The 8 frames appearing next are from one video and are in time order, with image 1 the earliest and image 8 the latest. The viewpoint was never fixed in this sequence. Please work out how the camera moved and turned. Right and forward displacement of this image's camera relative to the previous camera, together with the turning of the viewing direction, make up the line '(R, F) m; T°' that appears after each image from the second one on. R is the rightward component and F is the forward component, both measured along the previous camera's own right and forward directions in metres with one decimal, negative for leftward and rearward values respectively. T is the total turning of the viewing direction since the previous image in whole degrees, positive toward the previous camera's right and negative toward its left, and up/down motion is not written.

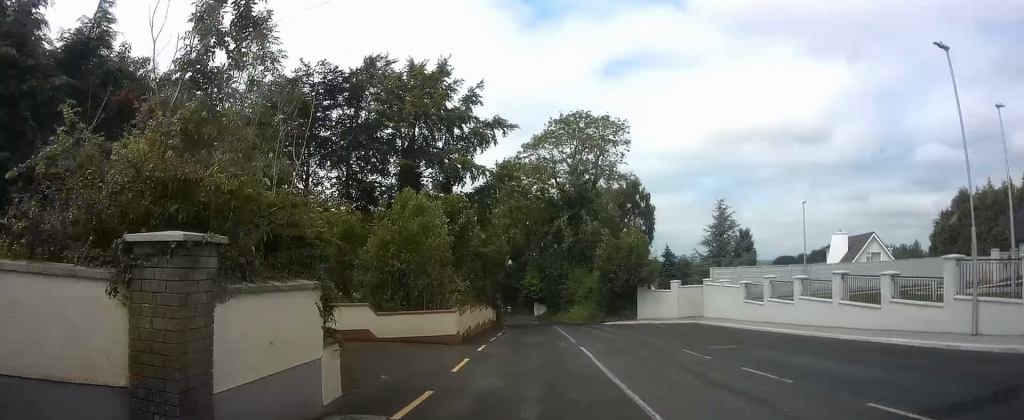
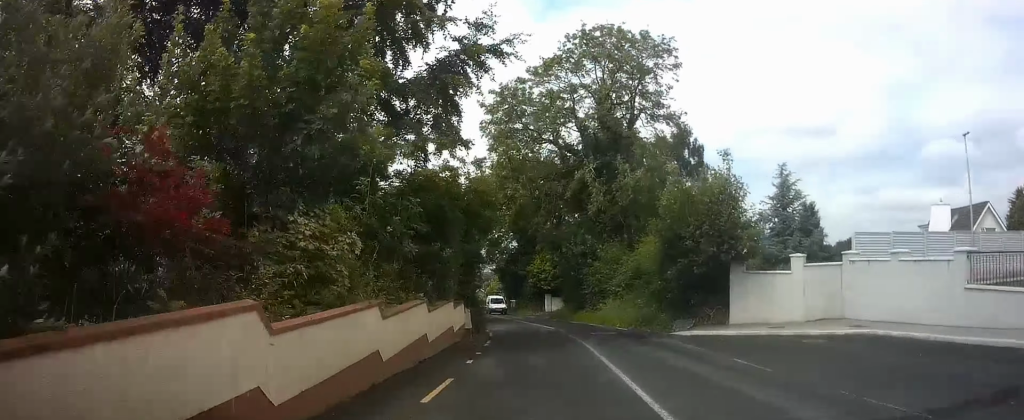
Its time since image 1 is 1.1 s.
(-0.1, +16.0) m; -2°
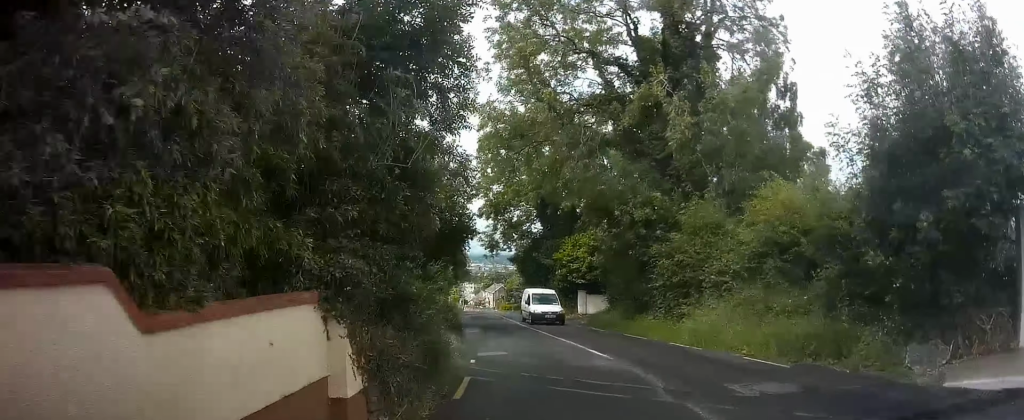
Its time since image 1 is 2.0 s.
(-0.3, +13.6) m; -2°
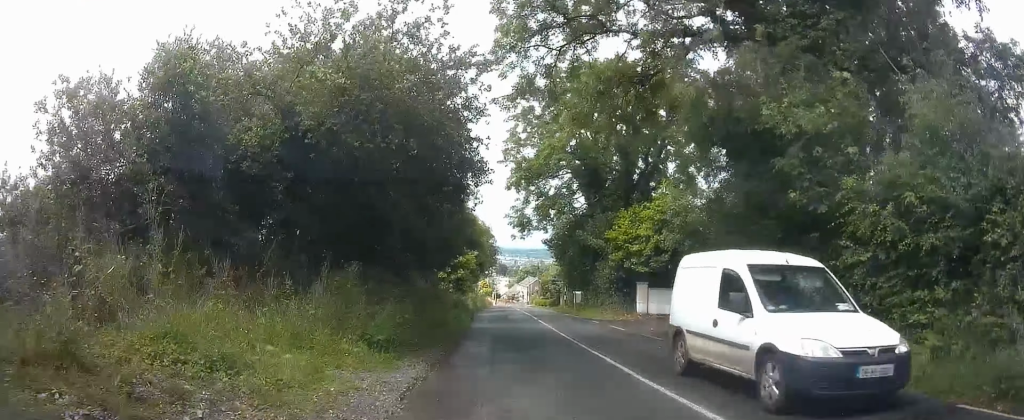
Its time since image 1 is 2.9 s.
(-0.2, +11.2) m; -3°
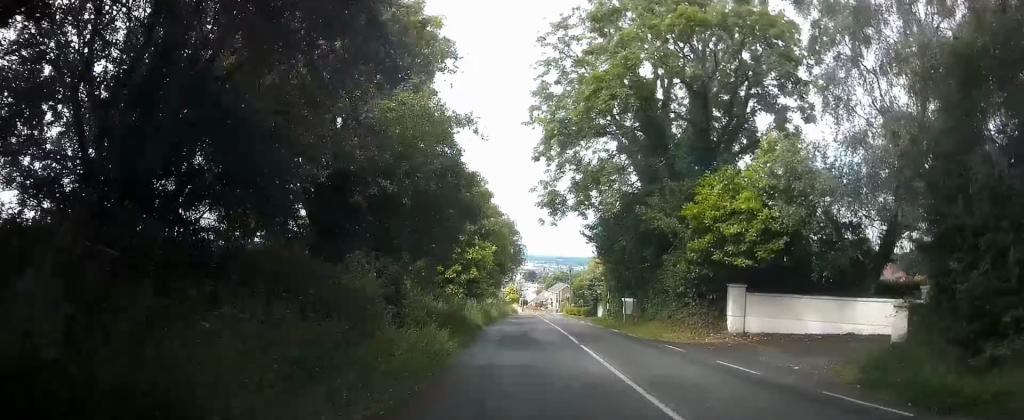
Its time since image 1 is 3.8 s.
(-0.3, +10.3) m; -3°
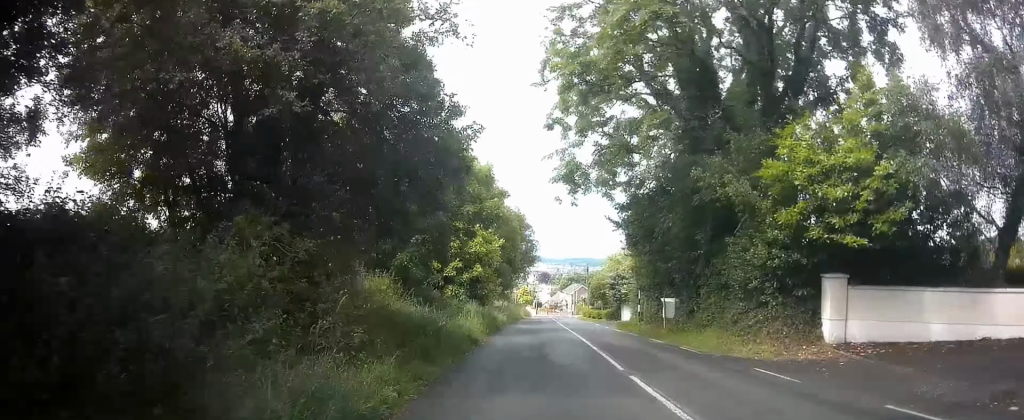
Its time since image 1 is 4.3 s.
(-0.3, +5.6) m; -2°
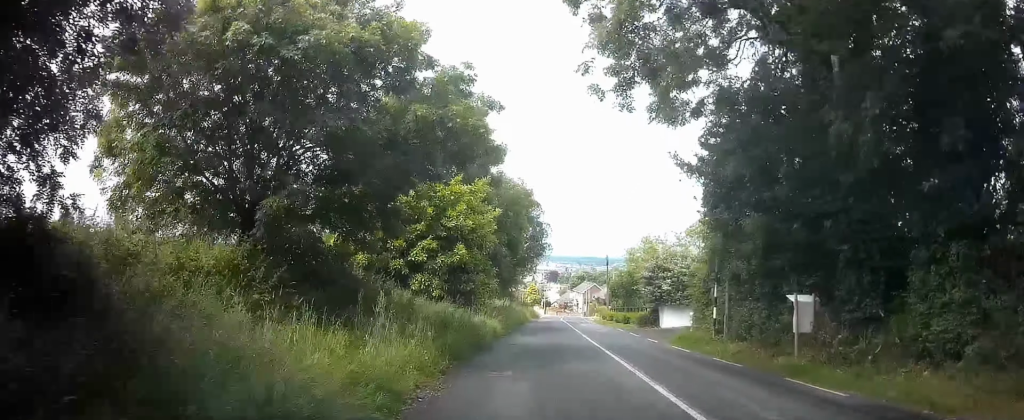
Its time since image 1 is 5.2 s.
(+0.1, +10.3) m; 0°
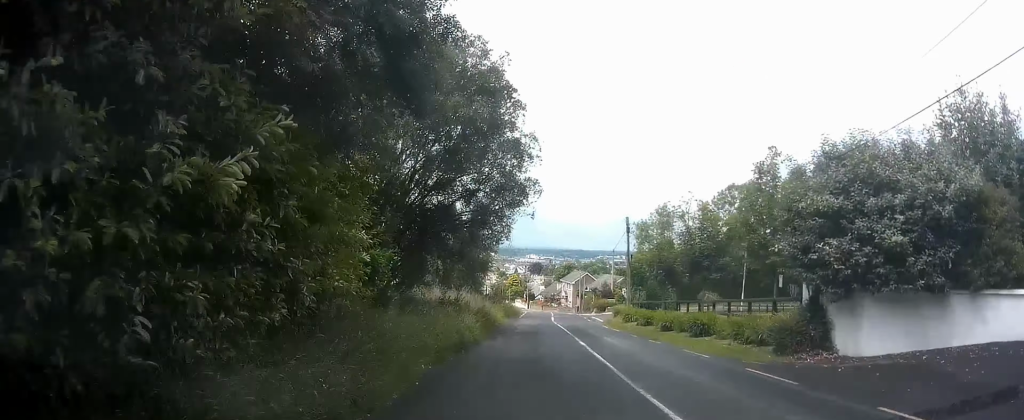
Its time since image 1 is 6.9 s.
(+0.1, +19.7) m; +1°
